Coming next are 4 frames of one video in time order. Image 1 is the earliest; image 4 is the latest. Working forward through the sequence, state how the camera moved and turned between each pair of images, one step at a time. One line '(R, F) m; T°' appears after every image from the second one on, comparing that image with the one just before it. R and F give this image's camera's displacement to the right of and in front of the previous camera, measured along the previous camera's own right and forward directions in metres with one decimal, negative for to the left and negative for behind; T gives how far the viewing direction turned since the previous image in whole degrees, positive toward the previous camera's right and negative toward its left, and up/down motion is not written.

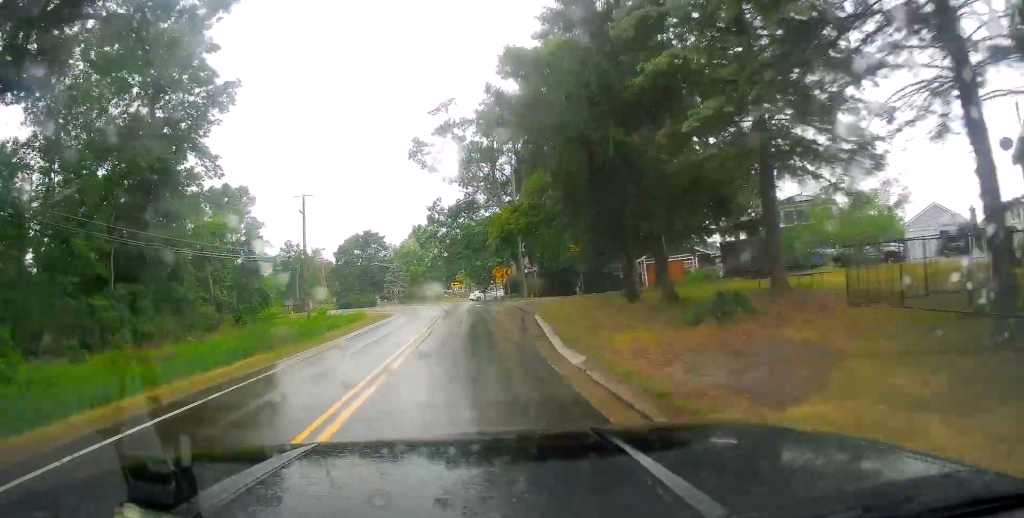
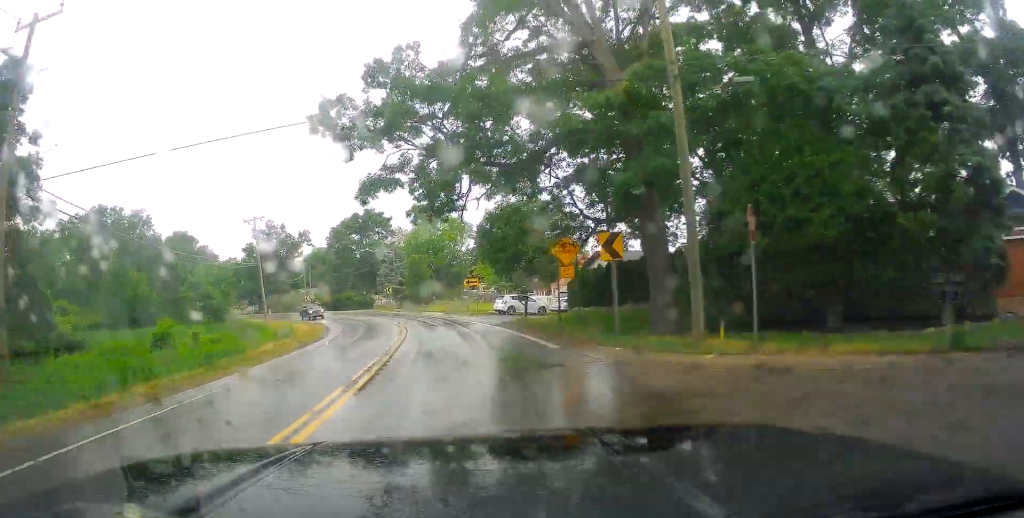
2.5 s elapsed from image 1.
(+0.2, +36.9) m; 0°
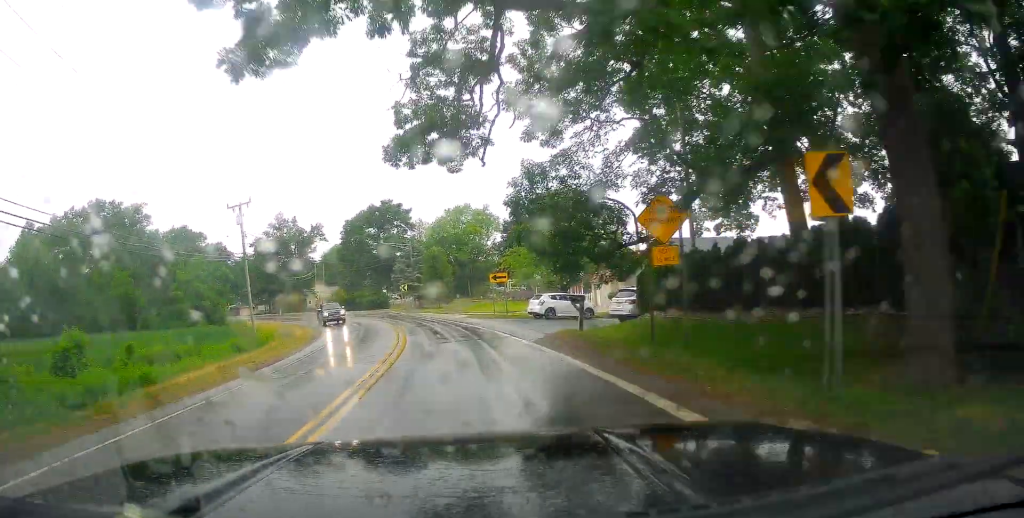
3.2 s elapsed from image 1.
(+0.1, +9.7) m; -2°
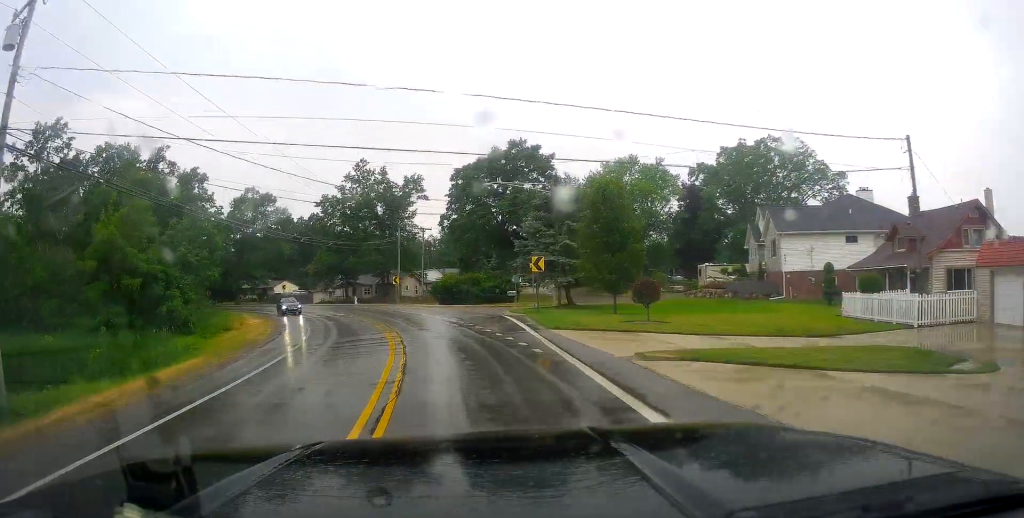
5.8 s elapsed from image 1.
(-3.7, +37.3) m; -13°
